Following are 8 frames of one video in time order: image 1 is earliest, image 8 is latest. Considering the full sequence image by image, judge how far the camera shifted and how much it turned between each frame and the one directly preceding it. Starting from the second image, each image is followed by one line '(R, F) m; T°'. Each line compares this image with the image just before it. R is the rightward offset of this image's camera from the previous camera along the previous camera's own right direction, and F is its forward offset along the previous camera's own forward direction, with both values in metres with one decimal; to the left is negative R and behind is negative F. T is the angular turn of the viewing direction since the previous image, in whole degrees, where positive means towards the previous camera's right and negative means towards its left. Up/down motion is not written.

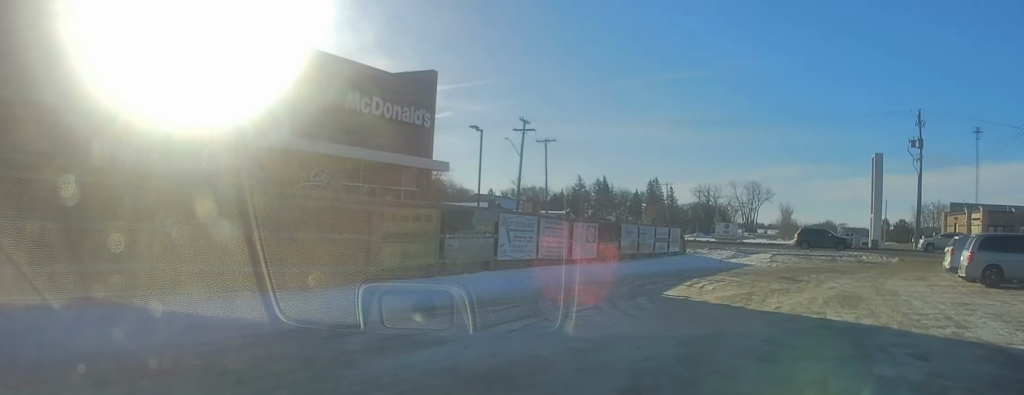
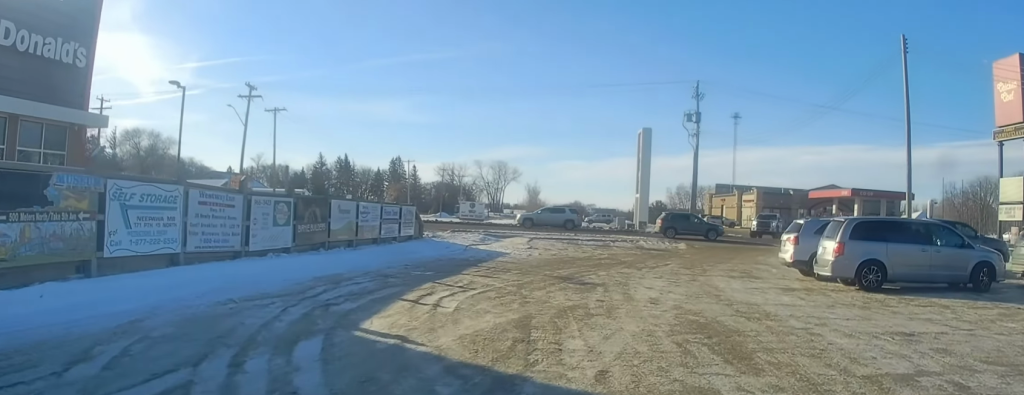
(+1.2, +7.0) m; +19°
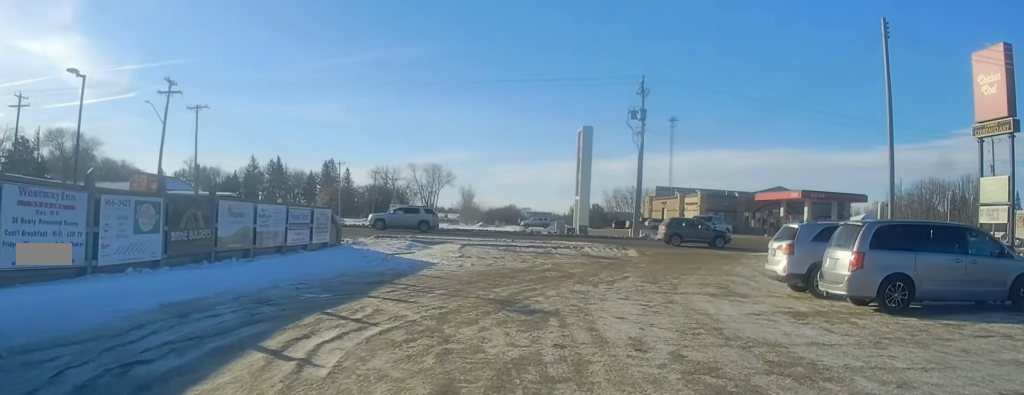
(+0.3, +3.7) m; +4°
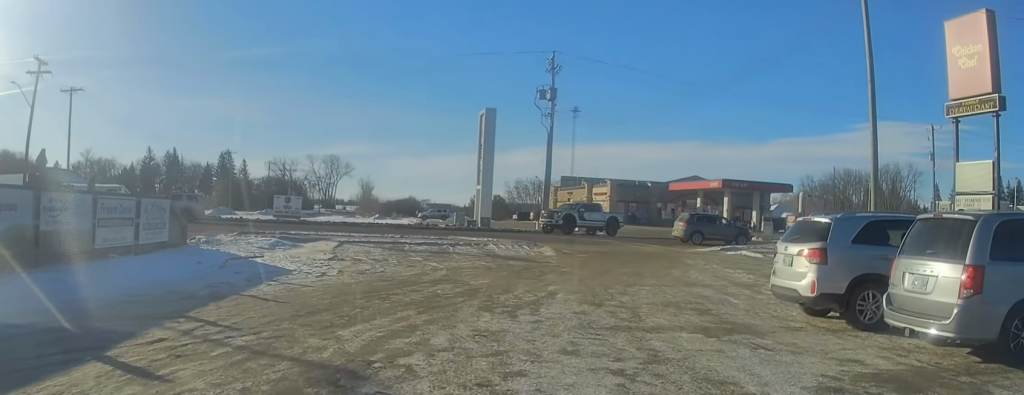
(+0.1, +6.0) m; +6°
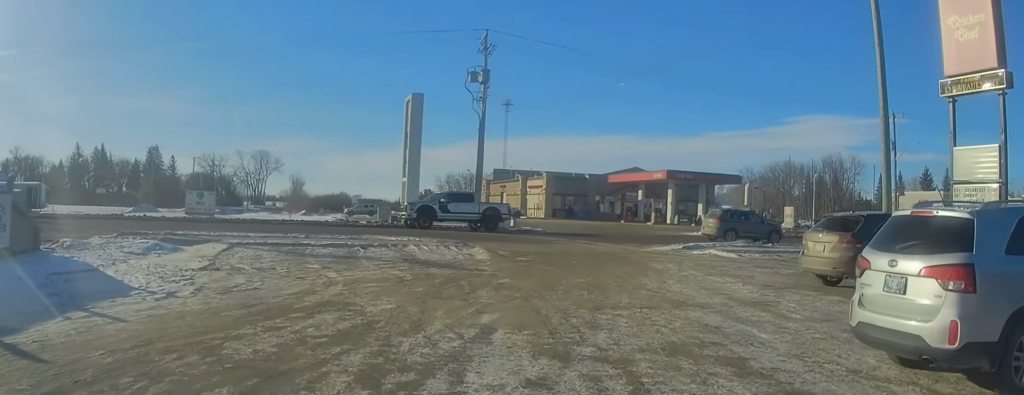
(+0.3, +4.8) m; +7°
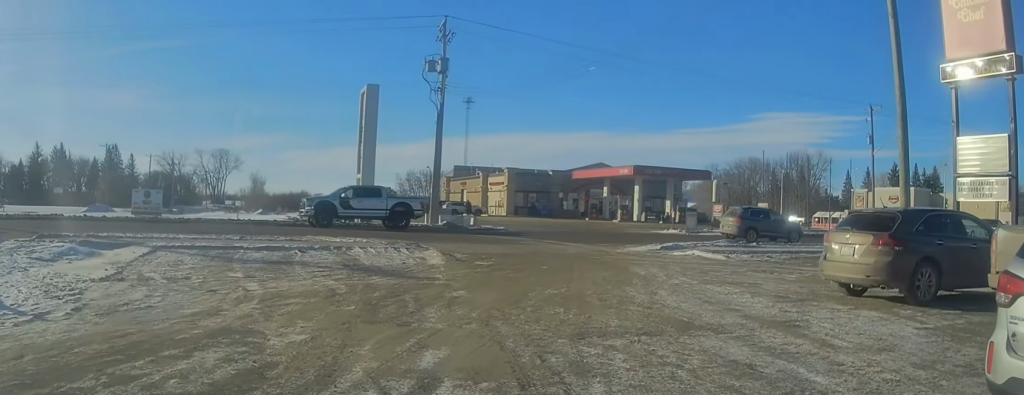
(+0.1, +2.8) m; +5°
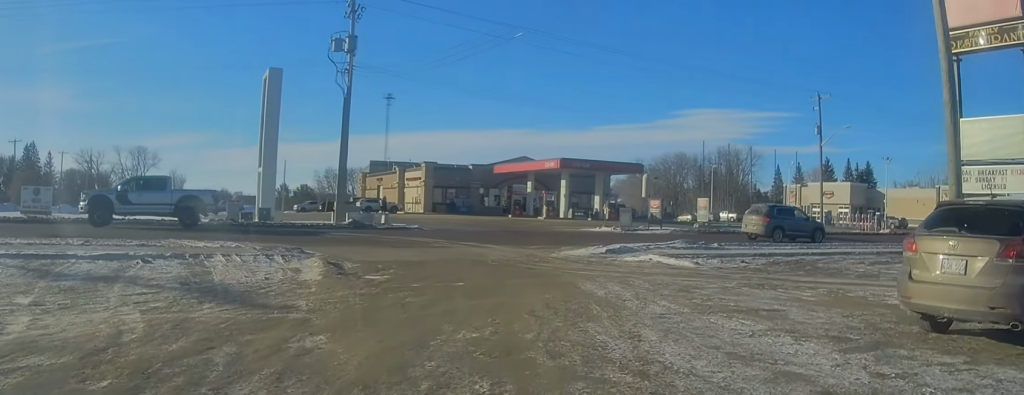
(+0.3, +5.1) m; +4°
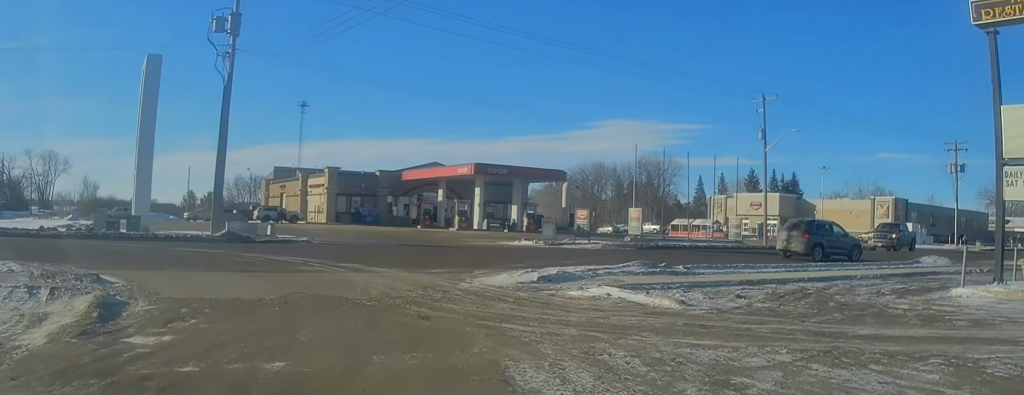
(+0.2, +6.4) m; +11°
